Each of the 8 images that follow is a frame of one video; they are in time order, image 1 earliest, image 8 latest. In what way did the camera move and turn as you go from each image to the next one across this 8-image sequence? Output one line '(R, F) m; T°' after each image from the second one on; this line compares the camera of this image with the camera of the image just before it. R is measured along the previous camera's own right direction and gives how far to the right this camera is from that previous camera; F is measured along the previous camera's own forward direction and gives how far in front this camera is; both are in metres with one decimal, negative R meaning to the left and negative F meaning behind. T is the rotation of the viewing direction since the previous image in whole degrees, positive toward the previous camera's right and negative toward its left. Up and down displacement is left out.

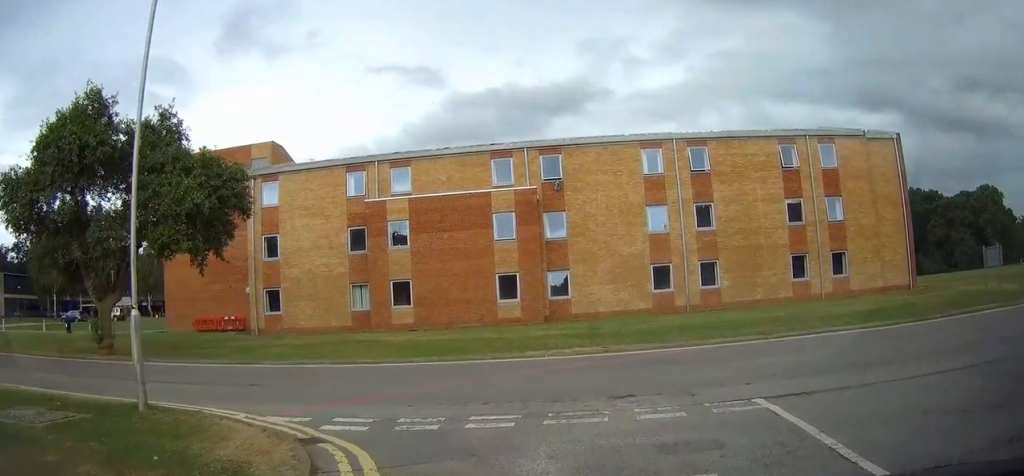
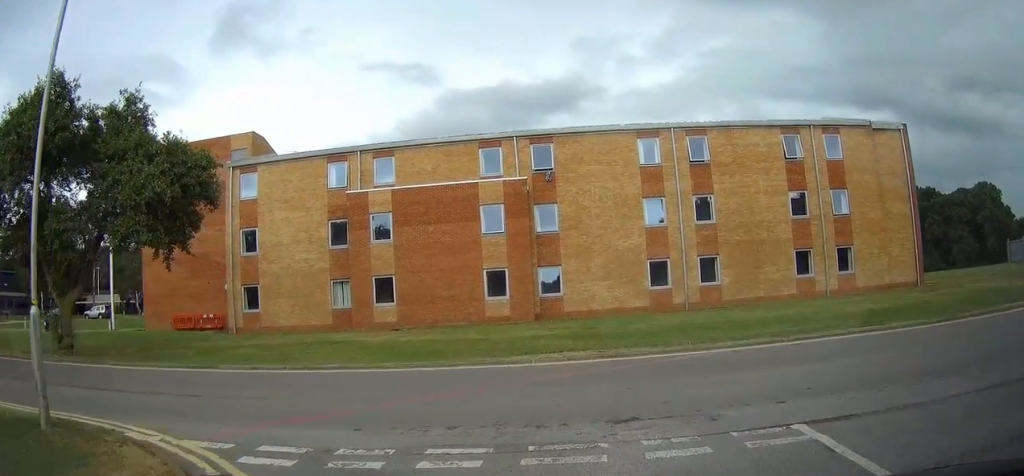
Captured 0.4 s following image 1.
(+0.1, +2.1) m; -2°
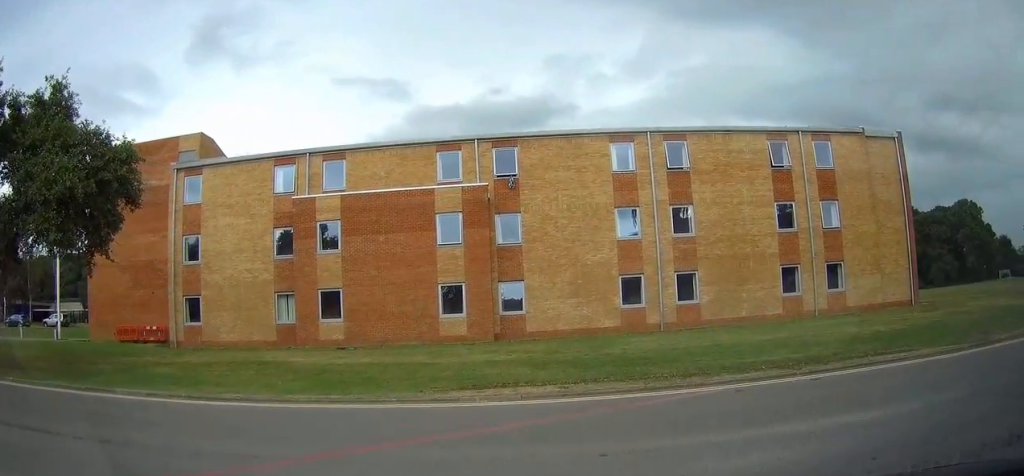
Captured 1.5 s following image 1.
(-0.4, +3.4) m; -6°
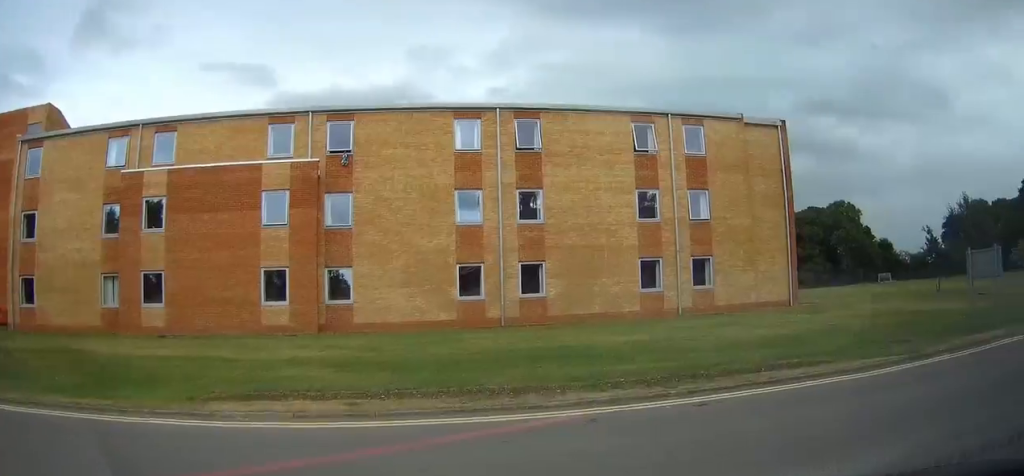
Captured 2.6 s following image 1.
(+0.2, +2.7) m; +17°
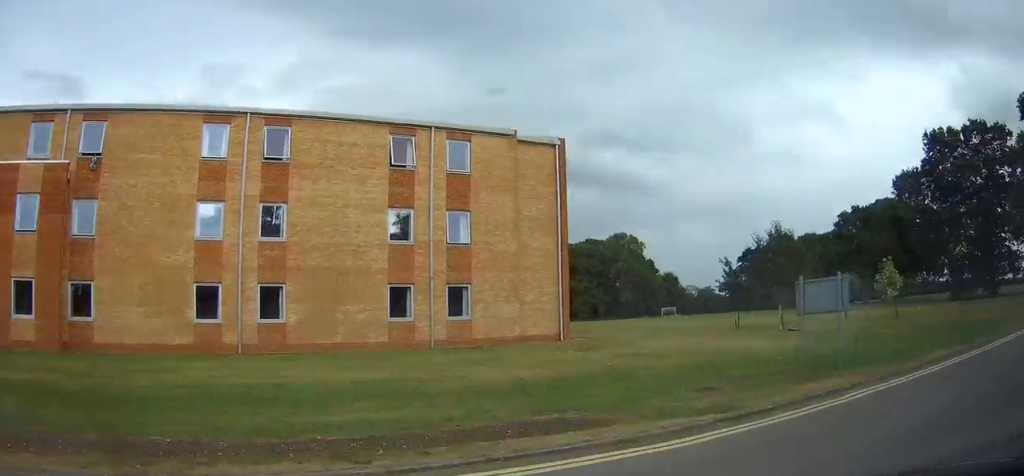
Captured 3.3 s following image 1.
(+0.1, +2.3) m; +25°
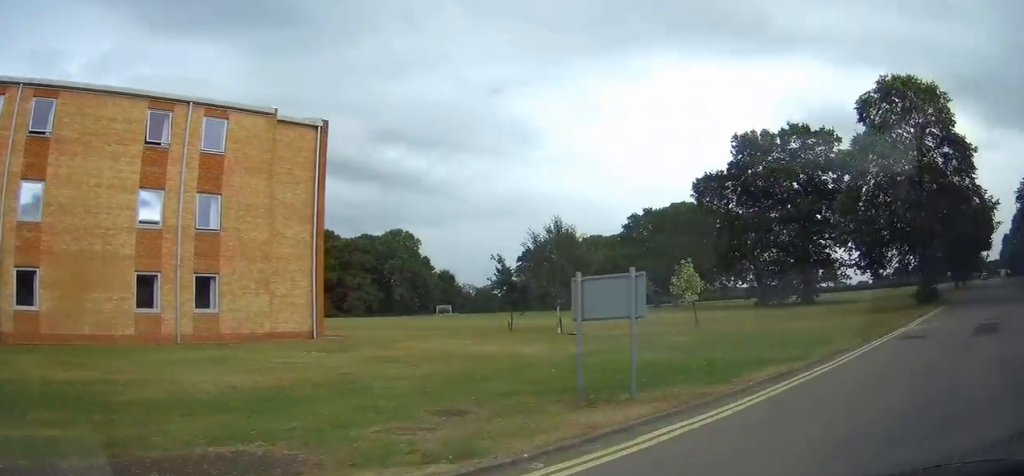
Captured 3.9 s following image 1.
(+0.7, +2.5) m; +16°
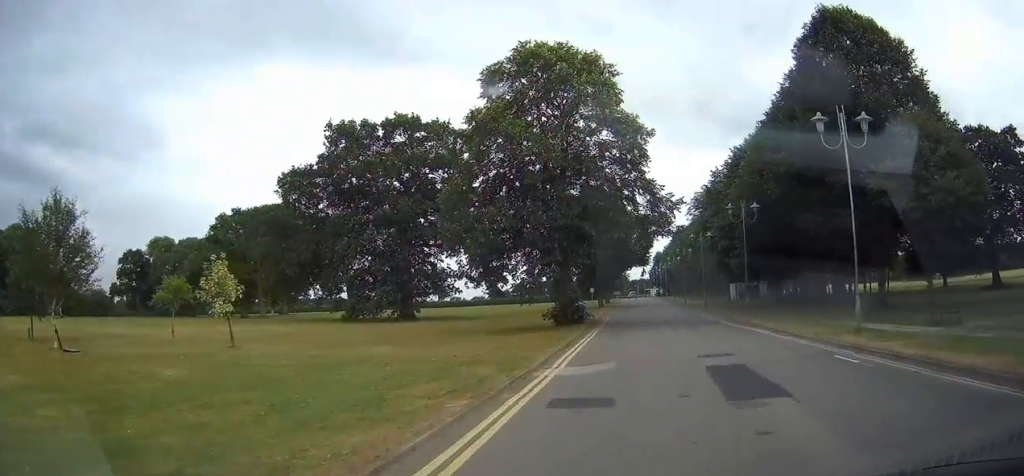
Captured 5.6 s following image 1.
(+2.5, +8.3) m; +26°
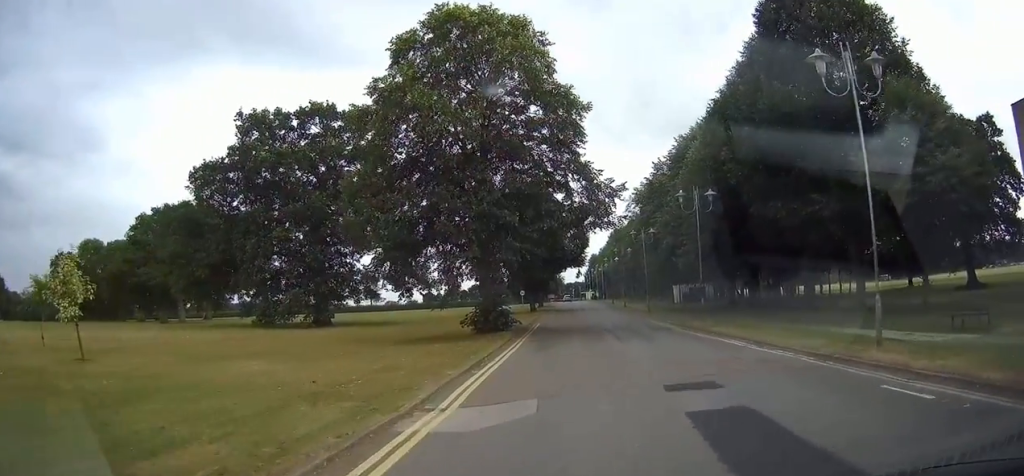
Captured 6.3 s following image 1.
(+0.2, +4.9) m; +6°
